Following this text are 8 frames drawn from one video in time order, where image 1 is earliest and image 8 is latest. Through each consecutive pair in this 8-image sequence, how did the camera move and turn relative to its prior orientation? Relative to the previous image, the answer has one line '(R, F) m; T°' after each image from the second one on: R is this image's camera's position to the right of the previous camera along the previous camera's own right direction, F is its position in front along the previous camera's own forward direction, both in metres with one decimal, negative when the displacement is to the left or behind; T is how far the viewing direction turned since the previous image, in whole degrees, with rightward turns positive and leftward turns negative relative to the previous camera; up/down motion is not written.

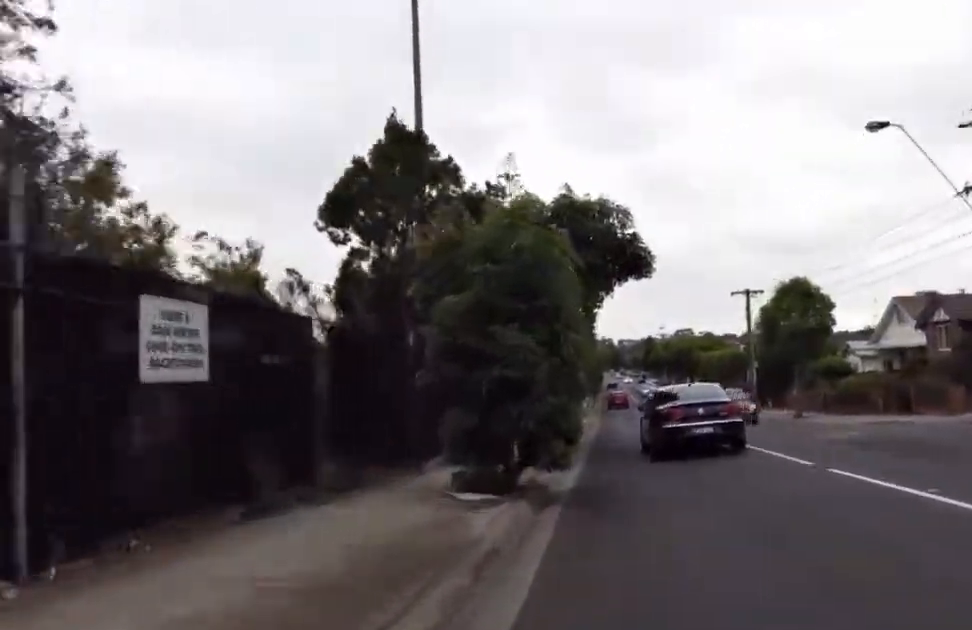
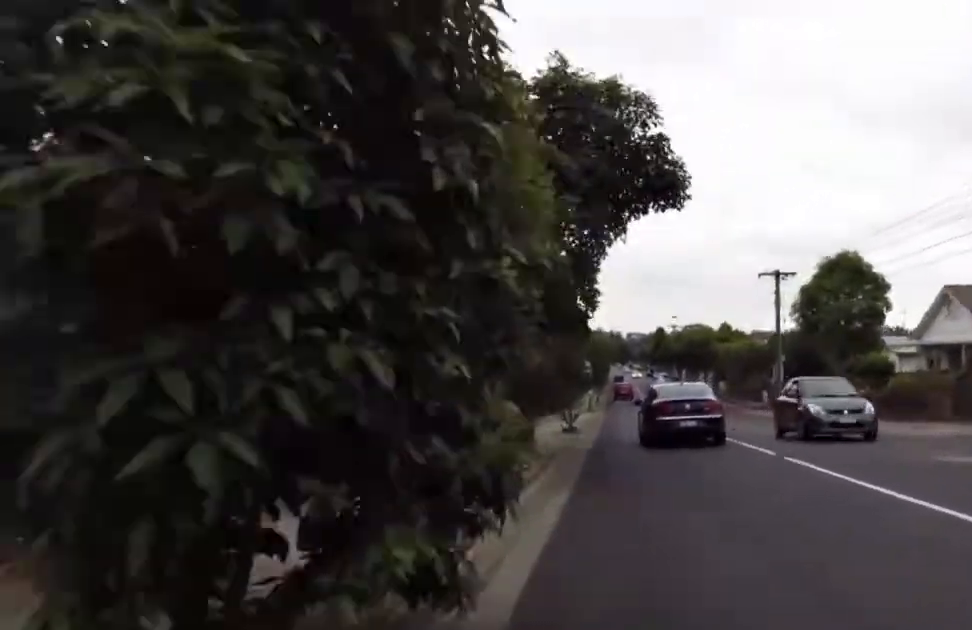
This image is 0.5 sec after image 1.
(-0.6, +6.3) m; 0°
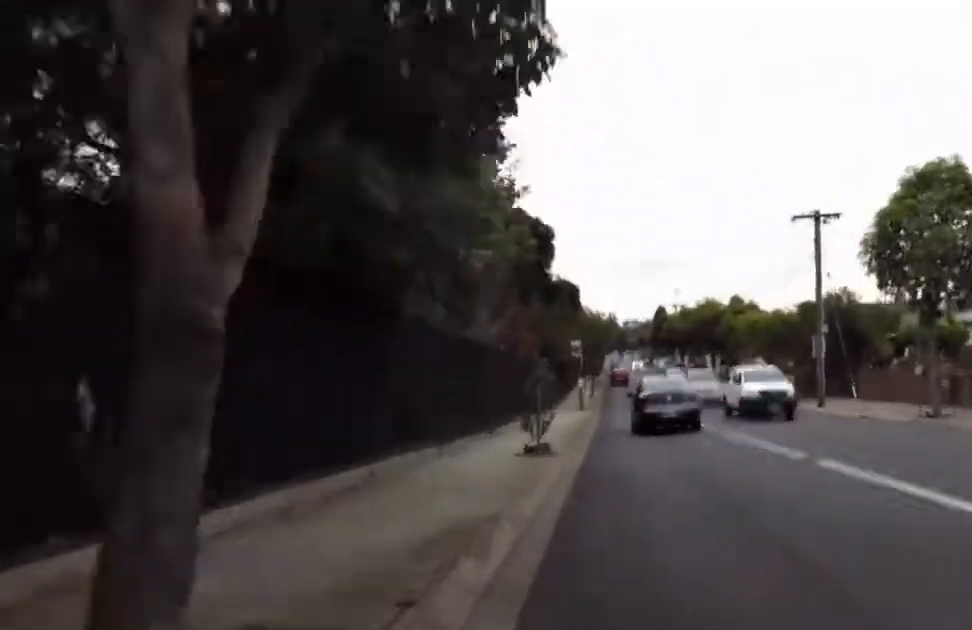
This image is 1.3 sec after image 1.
(-0.3, +9.6) m; 0°
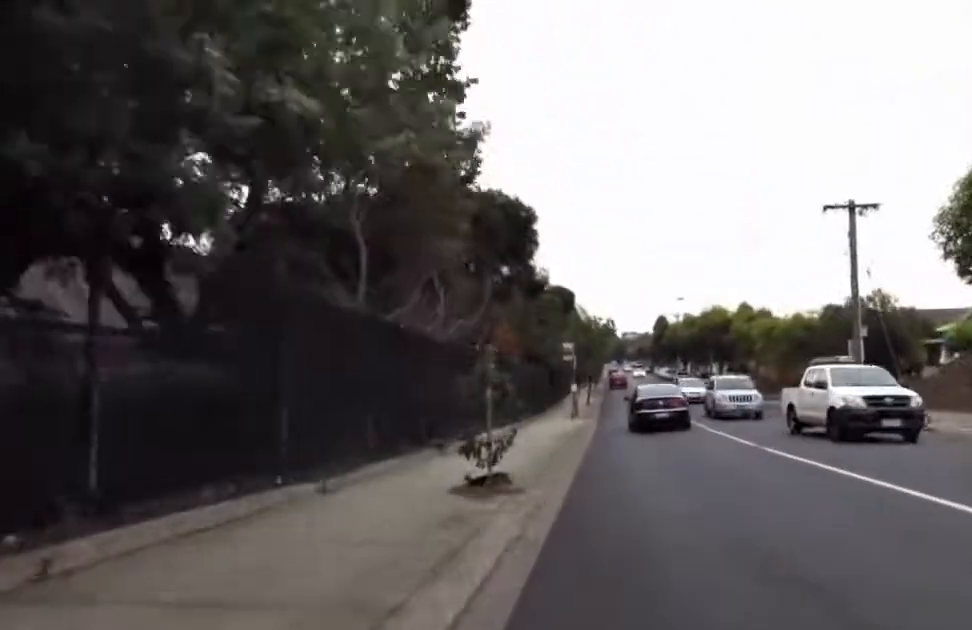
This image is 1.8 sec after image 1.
(+0.7, +5.7) m; 0°
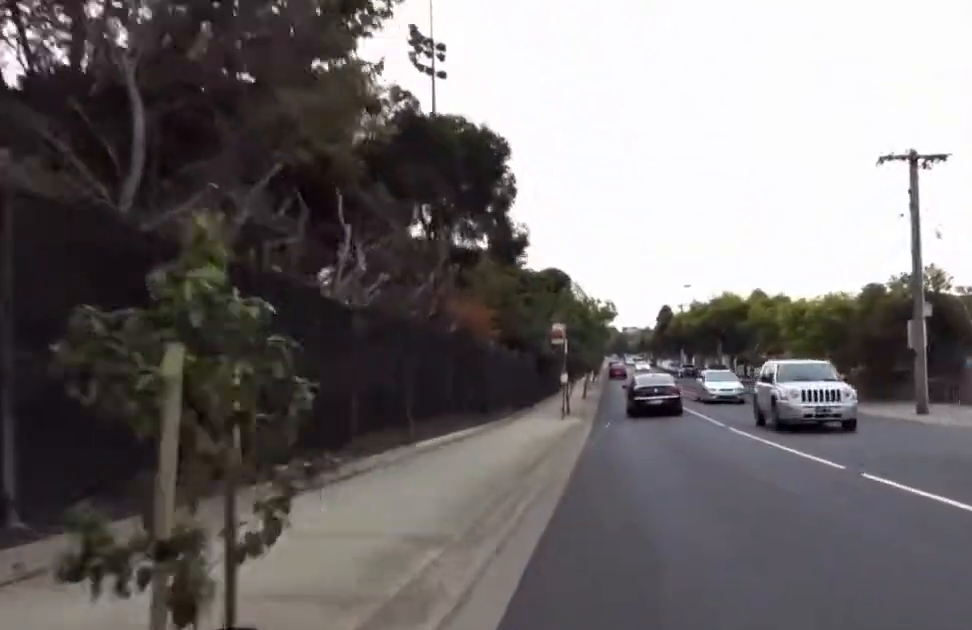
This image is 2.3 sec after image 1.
(0.0, +6.1) m; 0°
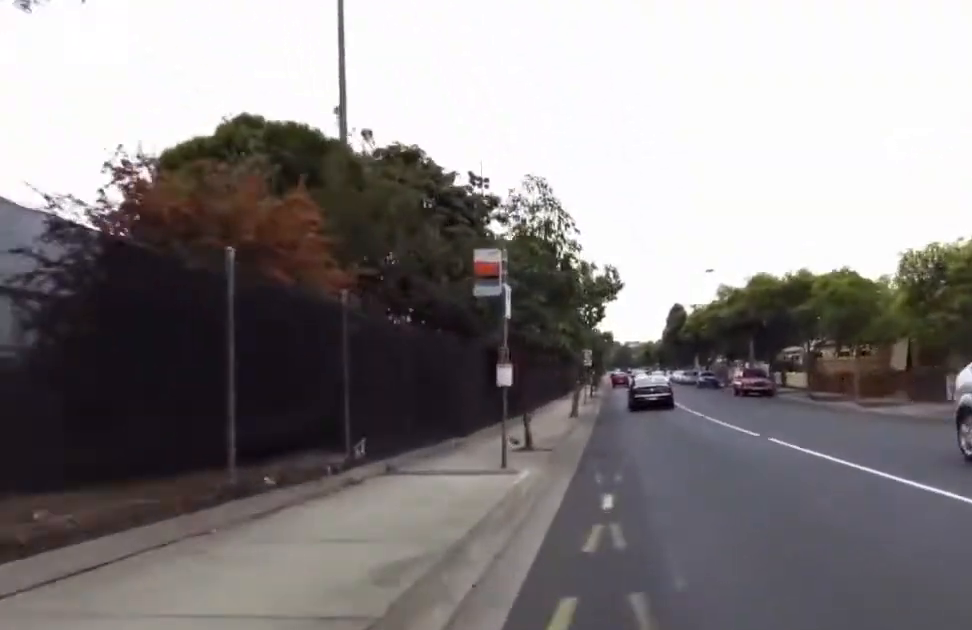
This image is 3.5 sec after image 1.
(-0.5, +14.2) m; 0°
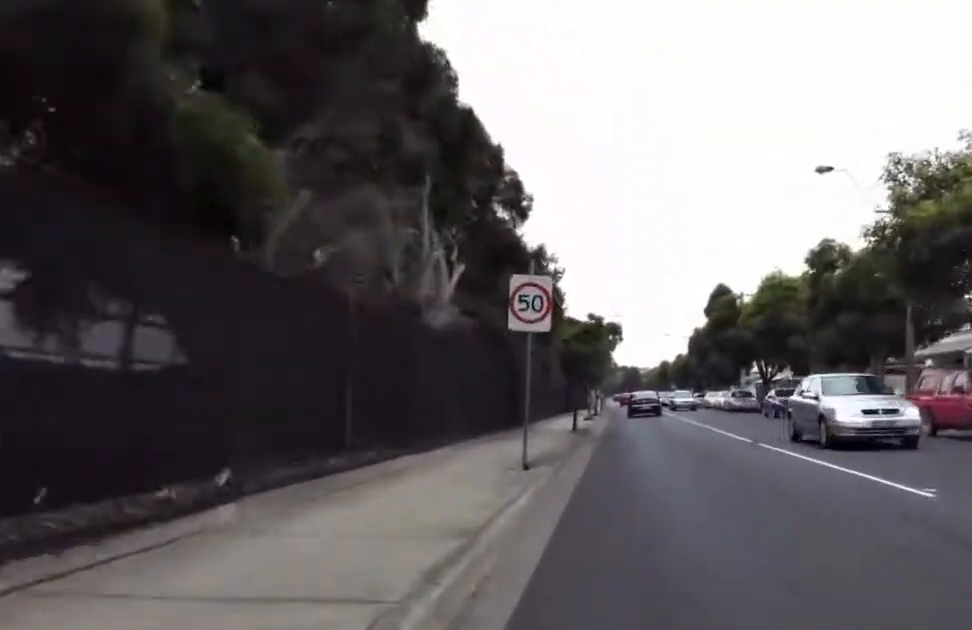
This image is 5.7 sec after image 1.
(+0.6, +27.0) m; +1°
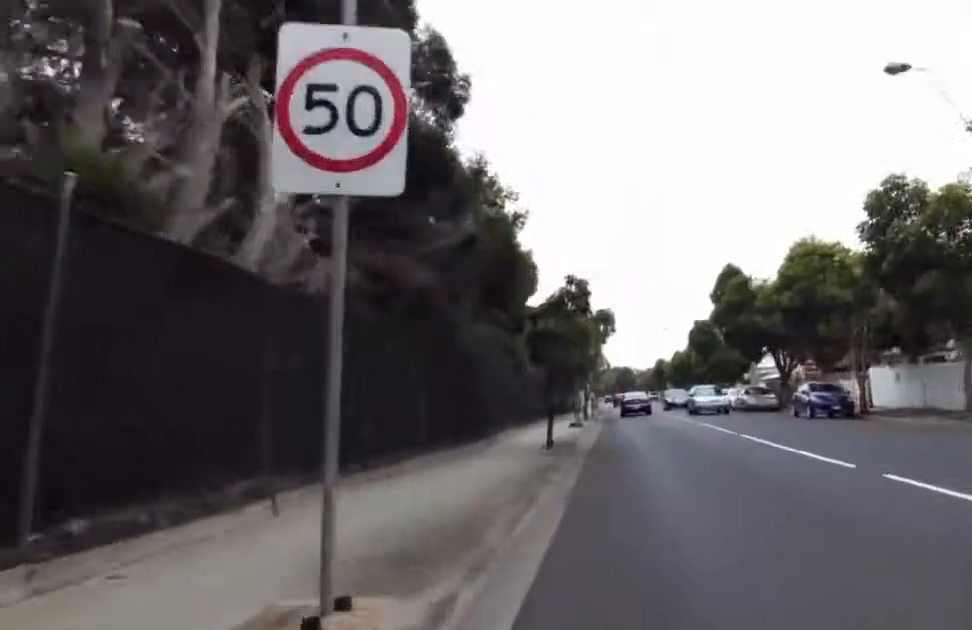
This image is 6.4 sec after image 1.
(0.0, +7.3) m; 0°
